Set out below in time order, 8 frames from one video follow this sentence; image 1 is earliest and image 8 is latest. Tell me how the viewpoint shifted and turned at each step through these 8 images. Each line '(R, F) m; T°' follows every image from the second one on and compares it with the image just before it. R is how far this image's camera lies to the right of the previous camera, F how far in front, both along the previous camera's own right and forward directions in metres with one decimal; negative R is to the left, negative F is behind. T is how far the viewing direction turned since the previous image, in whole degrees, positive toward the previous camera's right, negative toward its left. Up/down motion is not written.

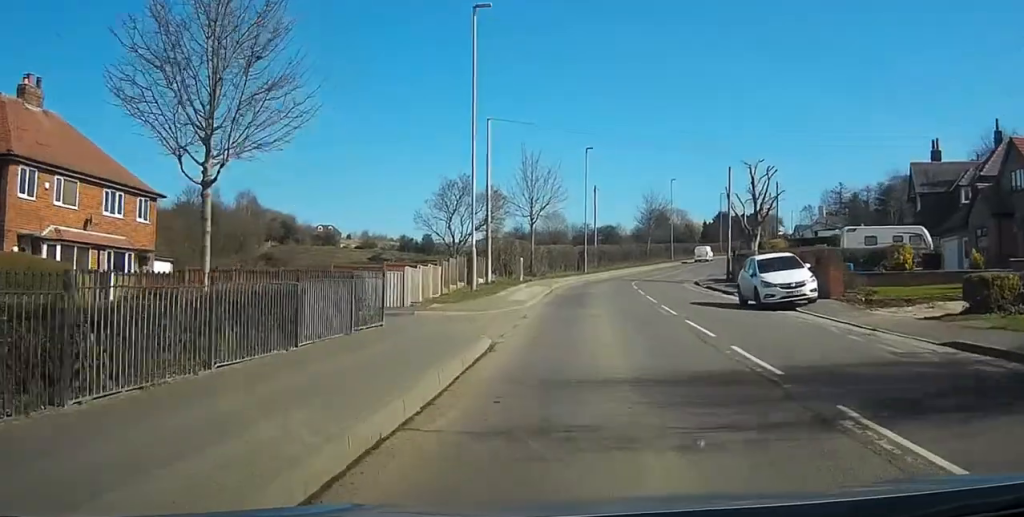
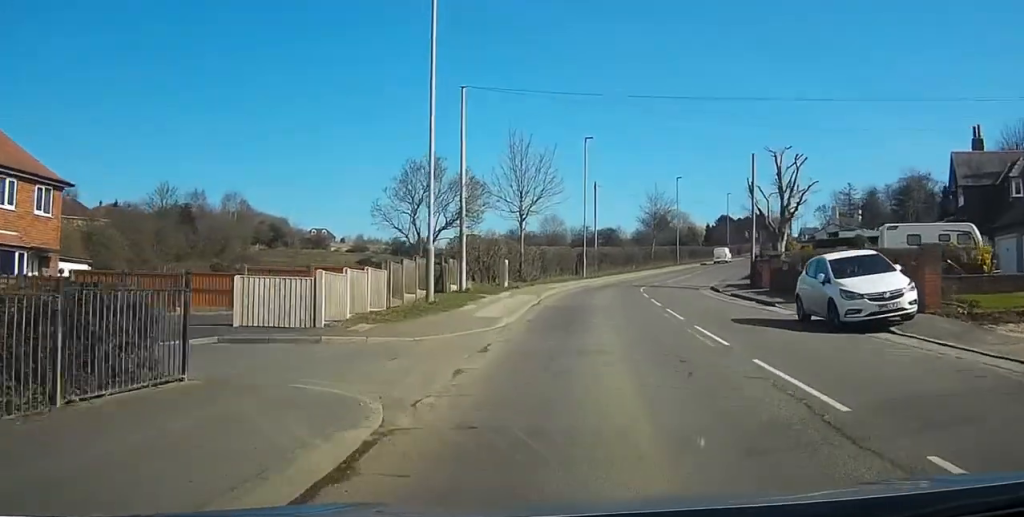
(-0.1, +8.3) m; 0°
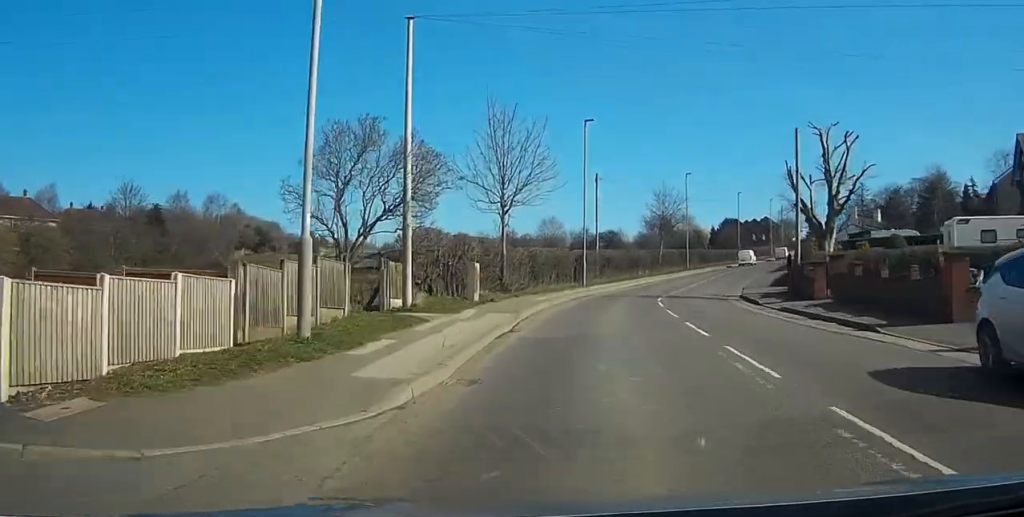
(0.0, +10.1) m; 0°
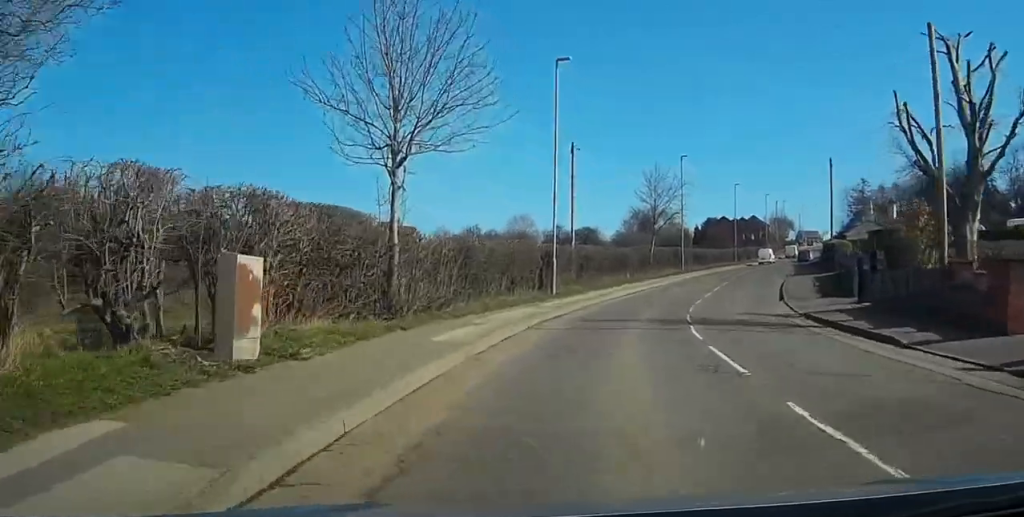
(+0.2, +17.3) m; +2°
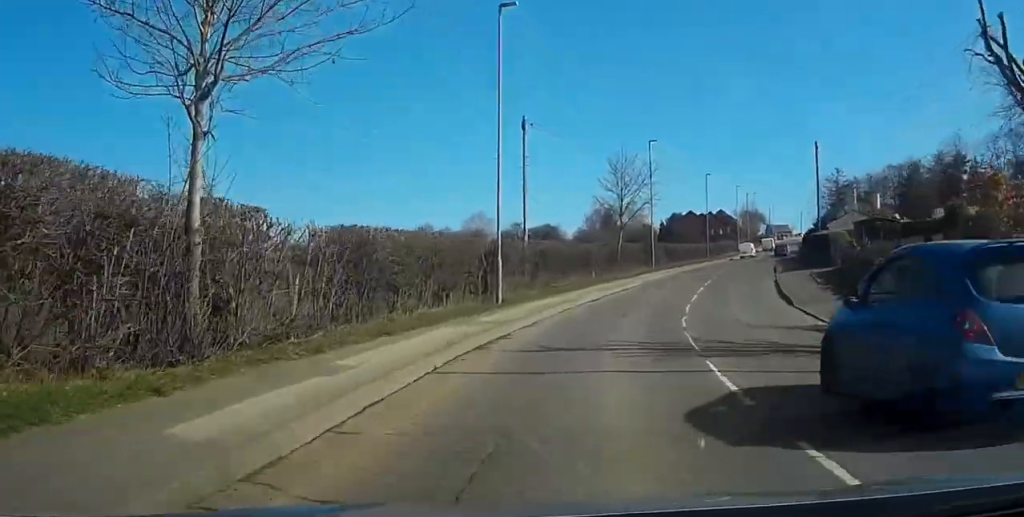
(+0.1, +8.1) m; +1°
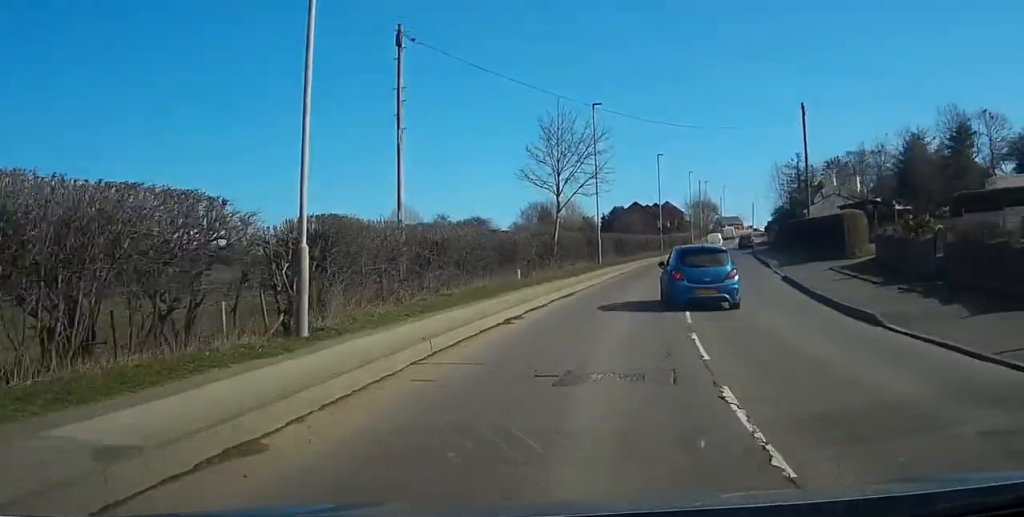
(+0.4, +14.7) m; +2°
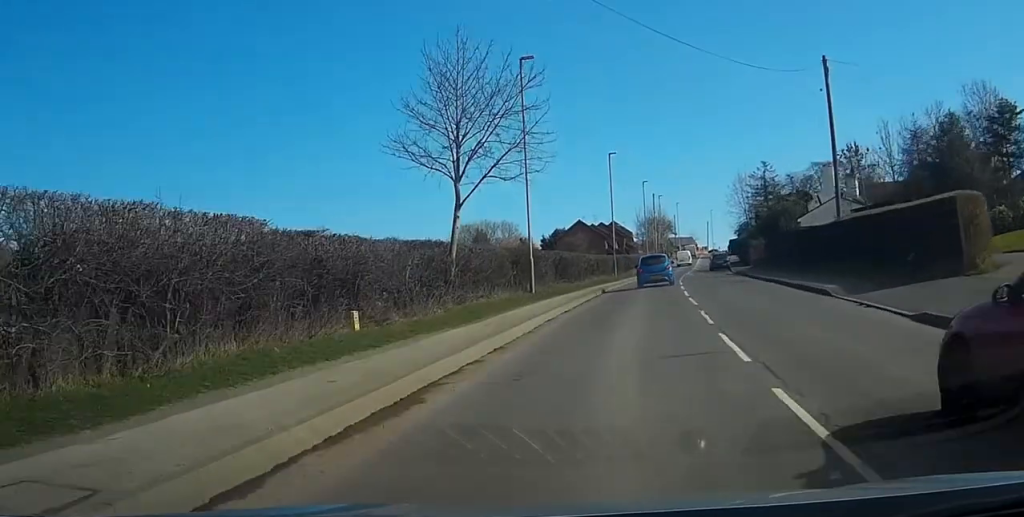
(+0.4, +18.3) m; +4°
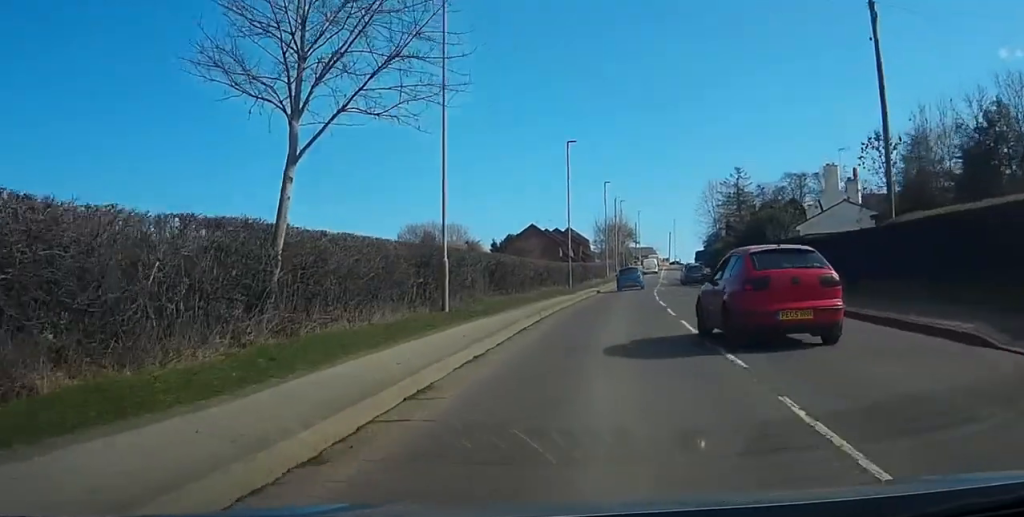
(+0.4, +12.1) m; +3°
